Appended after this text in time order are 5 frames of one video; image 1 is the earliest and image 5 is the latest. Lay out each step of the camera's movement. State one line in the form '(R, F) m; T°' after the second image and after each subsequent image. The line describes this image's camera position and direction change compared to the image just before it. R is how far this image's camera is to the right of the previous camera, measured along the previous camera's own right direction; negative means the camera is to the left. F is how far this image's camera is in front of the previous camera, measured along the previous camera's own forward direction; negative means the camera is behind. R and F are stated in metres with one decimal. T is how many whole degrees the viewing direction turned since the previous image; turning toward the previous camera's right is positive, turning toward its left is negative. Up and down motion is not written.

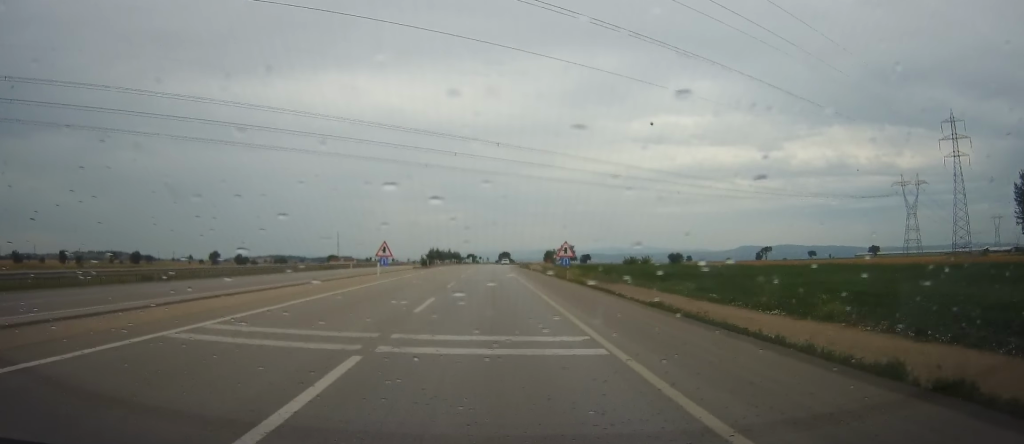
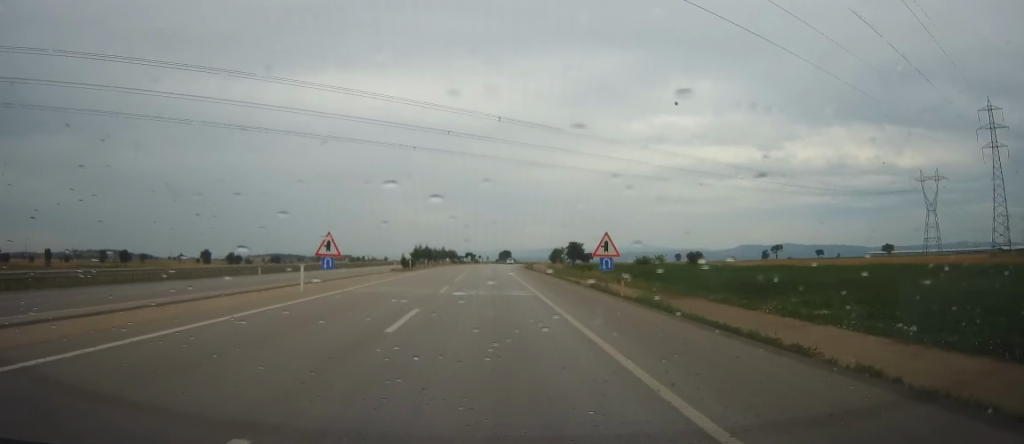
(0.0, +16.6) m; 0°
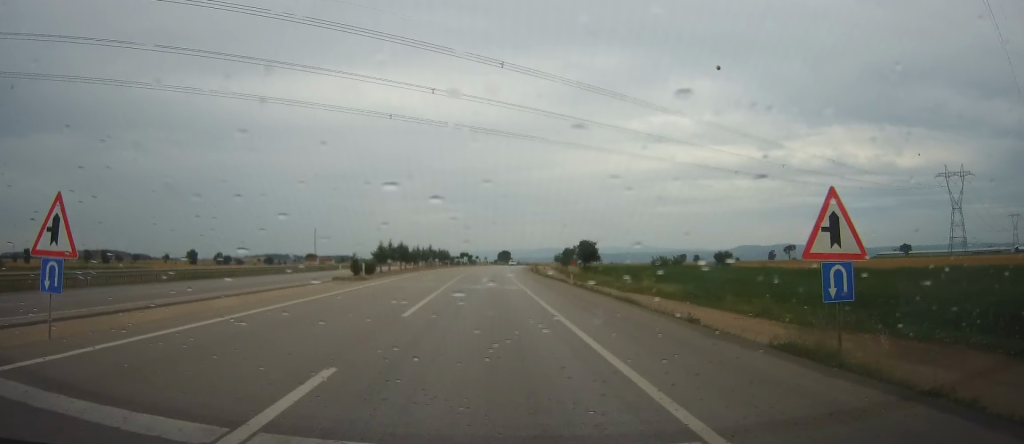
(+0.2, +20.7) m; +1°
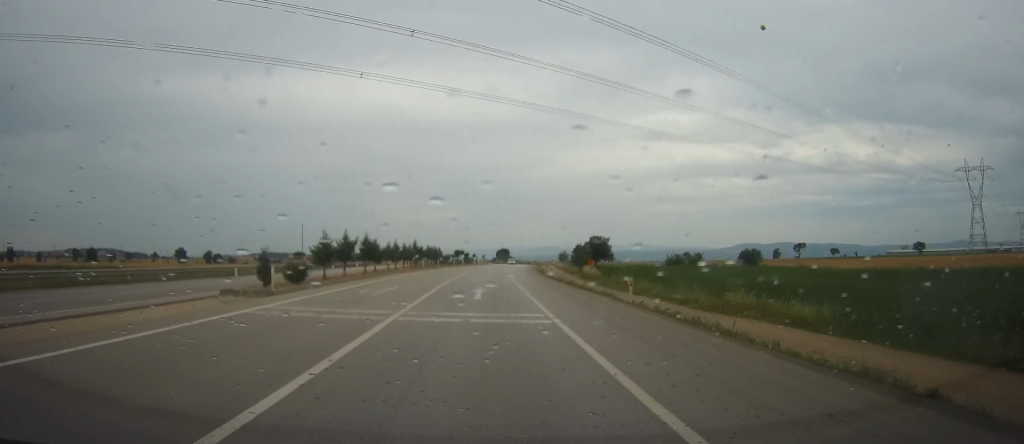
(+0.1, +15.6) m; 0°
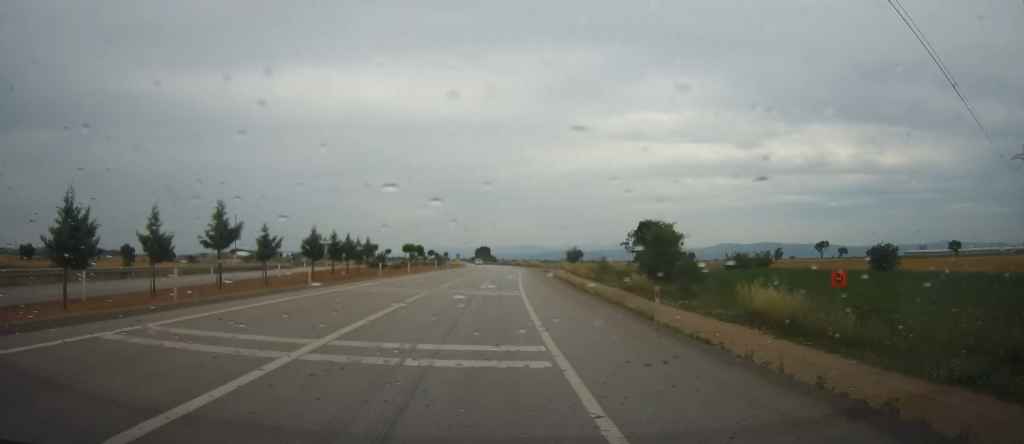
(-0.8, +49.6) m; 0°
